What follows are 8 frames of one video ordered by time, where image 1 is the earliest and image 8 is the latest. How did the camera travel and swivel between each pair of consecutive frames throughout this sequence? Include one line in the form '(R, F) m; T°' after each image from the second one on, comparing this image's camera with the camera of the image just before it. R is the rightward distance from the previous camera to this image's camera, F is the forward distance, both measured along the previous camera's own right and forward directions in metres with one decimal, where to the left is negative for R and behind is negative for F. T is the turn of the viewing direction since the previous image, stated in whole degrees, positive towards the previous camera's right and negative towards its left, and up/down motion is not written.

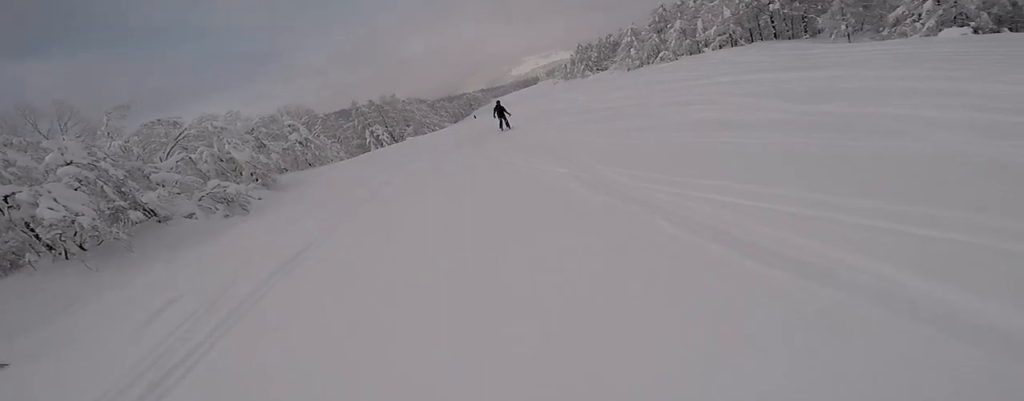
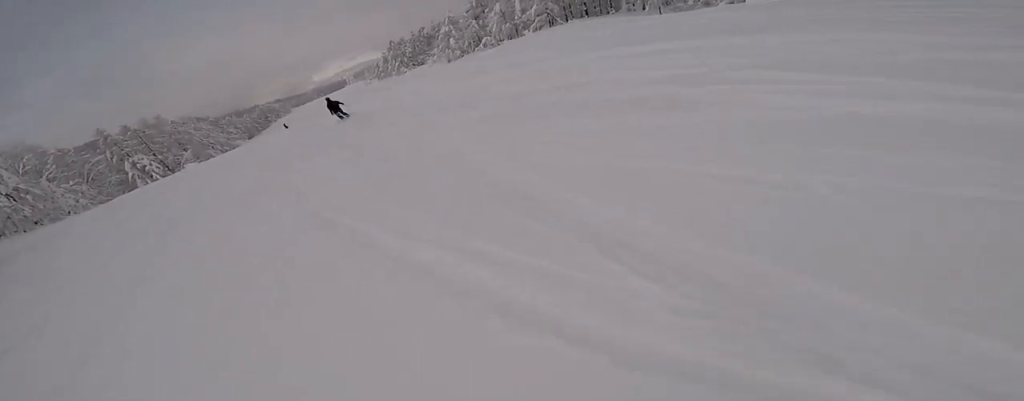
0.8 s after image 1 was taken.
(+1.2, +6.2) m; +19°
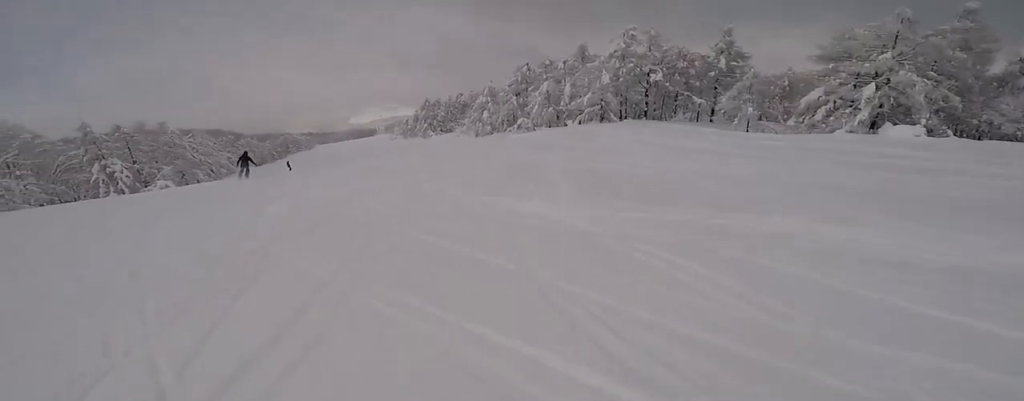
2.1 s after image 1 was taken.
(+2.2, +10.0) m; +12°
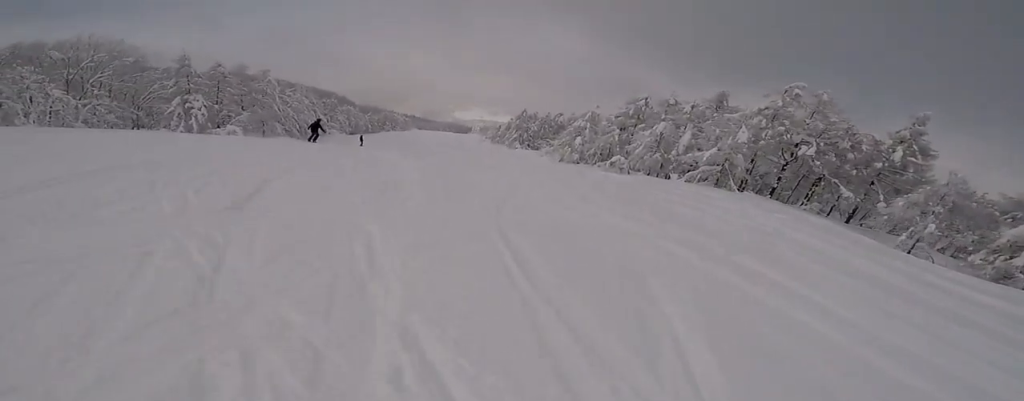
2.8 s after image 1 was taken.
(-0.1, +6.5) m; -8°
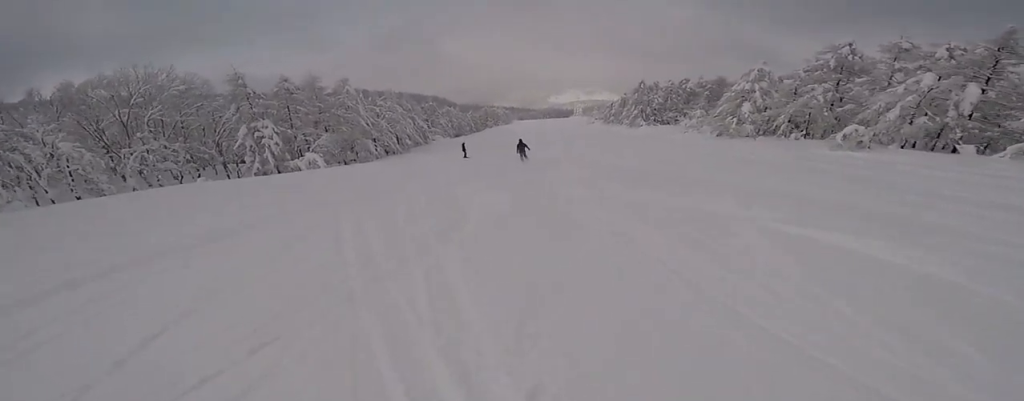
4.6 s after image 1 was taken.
(-3.7, +14.8) m; -20°
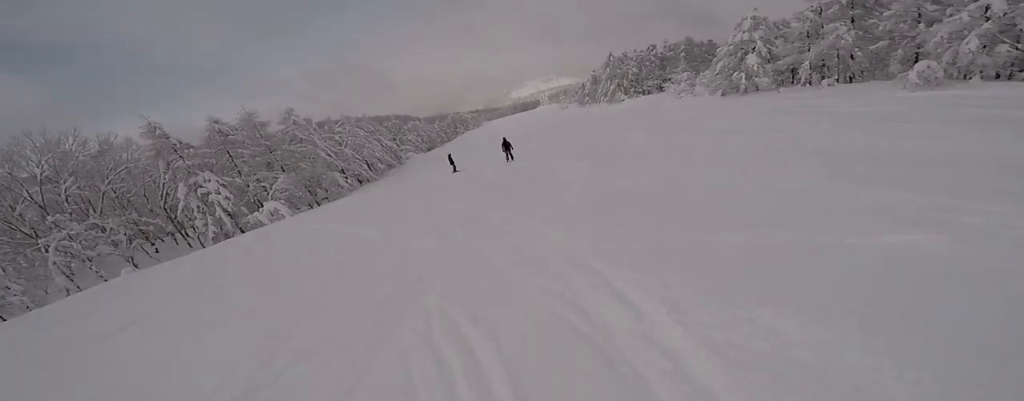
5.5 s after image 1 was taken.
(-0.4, +7.7) m; +8°
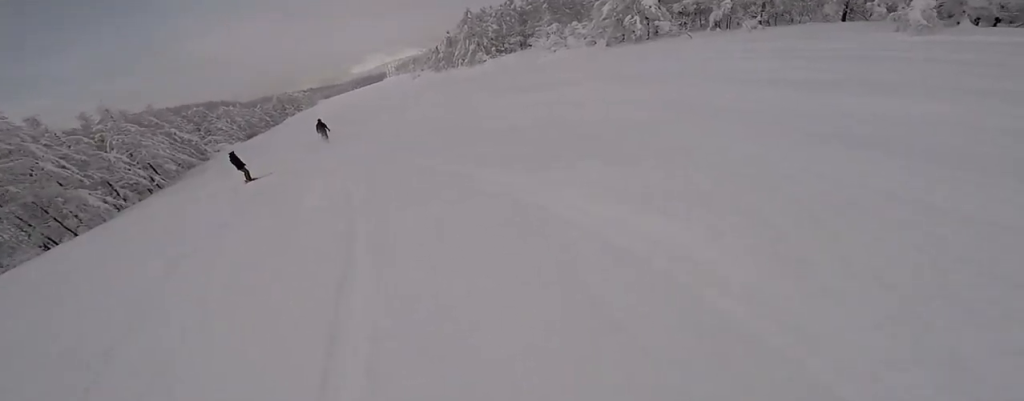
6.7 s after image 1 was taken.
(+2.8, +11.3) m; +19°
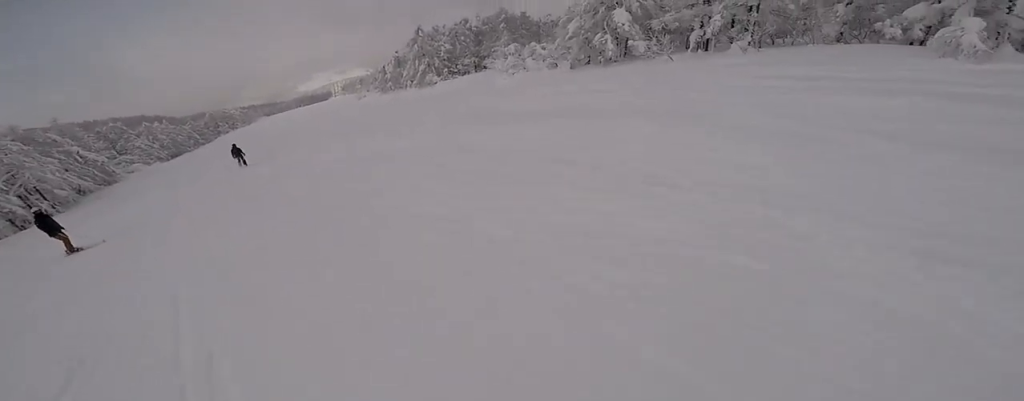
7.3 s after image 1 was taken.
(+0.9, +5.8) m; 0°
